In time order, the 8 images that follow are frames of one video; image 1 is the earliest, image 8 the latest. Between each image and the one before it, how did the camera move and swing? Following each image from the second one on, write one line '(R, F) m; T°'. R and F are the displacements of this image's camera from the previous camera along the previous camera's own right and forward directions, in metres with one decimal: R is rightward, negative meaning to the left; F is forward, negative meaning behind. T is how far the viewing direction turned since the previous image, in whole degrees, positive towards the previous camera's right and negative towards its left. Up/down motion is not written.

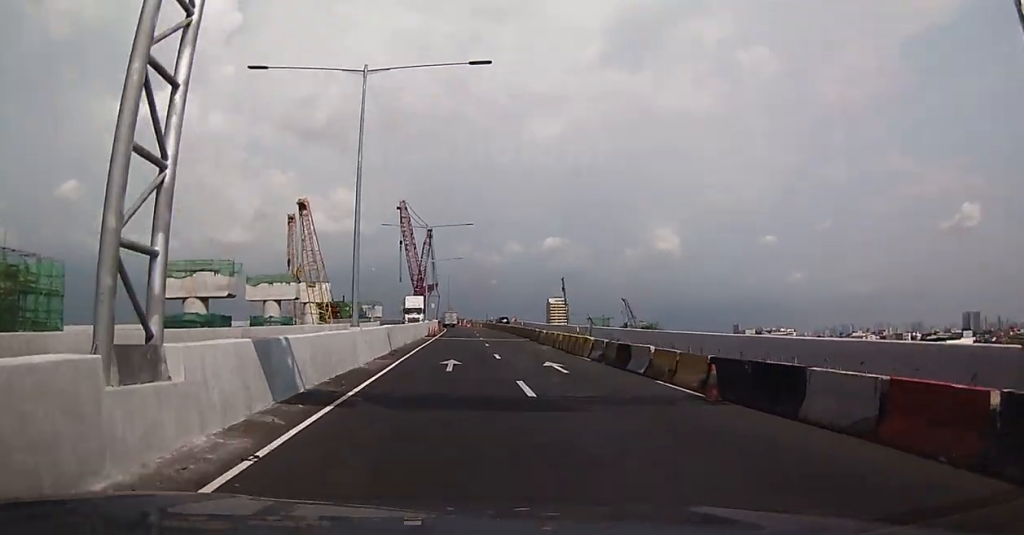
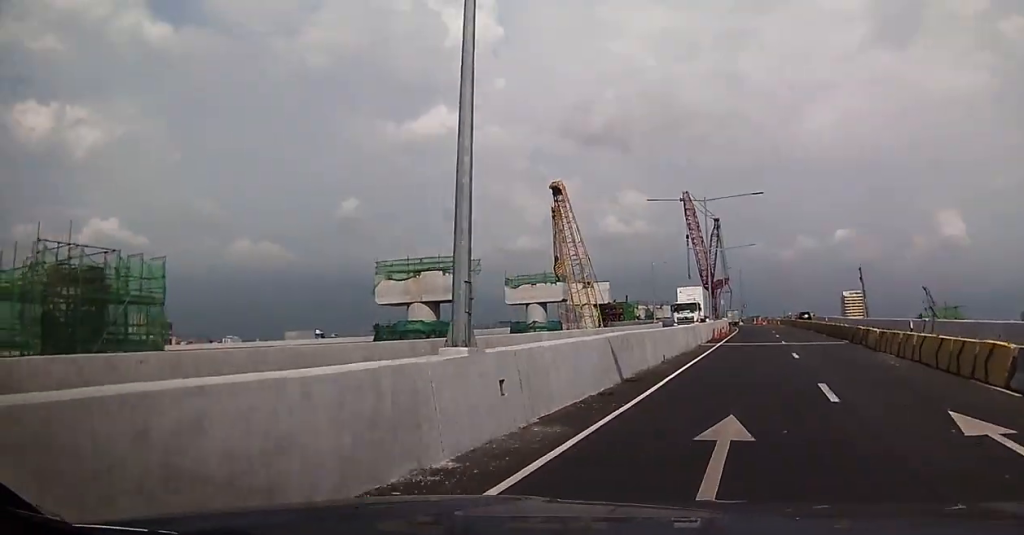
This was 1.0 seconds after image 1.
(0.0, +14.6) m; 0°
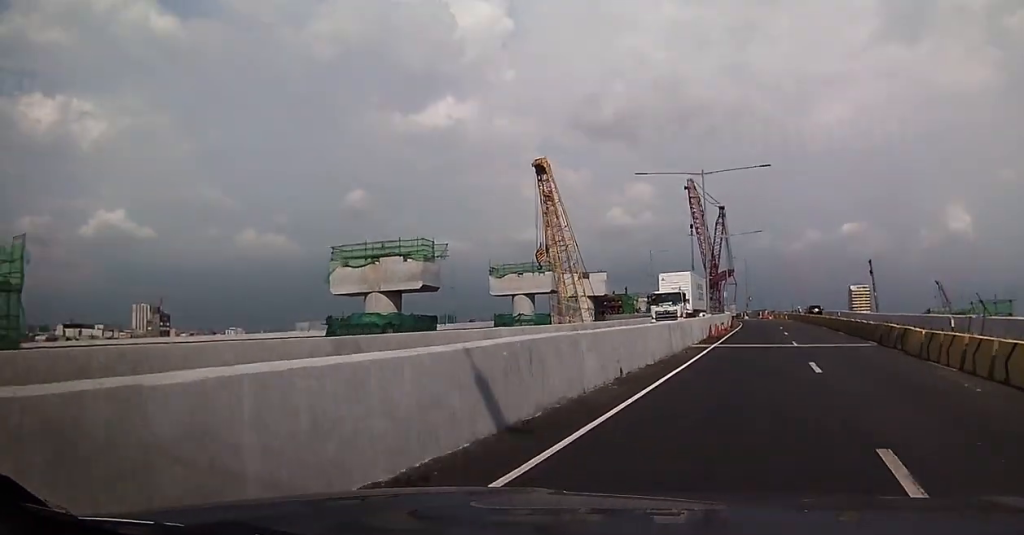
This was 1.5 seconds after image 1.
(+0.2, +7.7) m; 0°
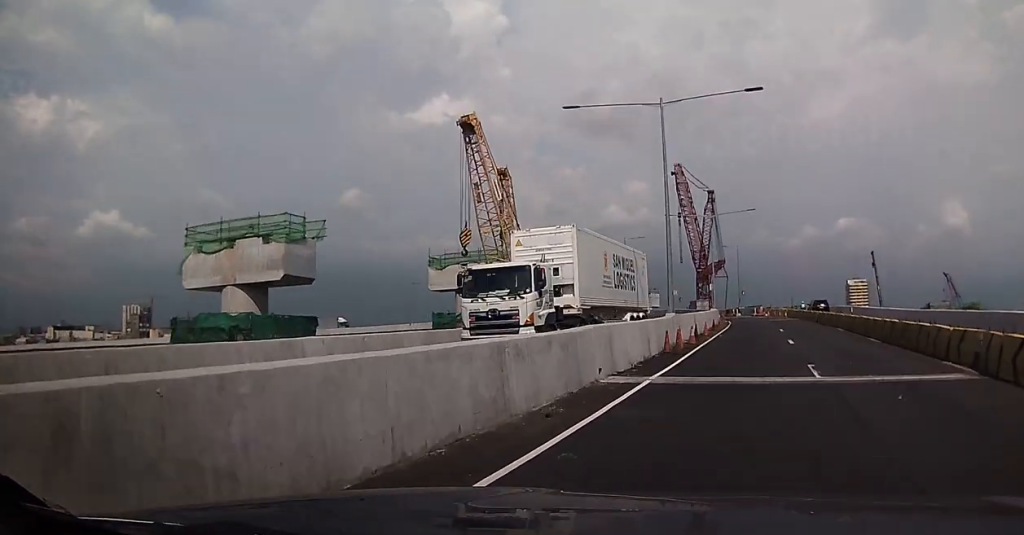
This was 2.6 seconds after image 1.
(-0.5, +15.0) m; -2°
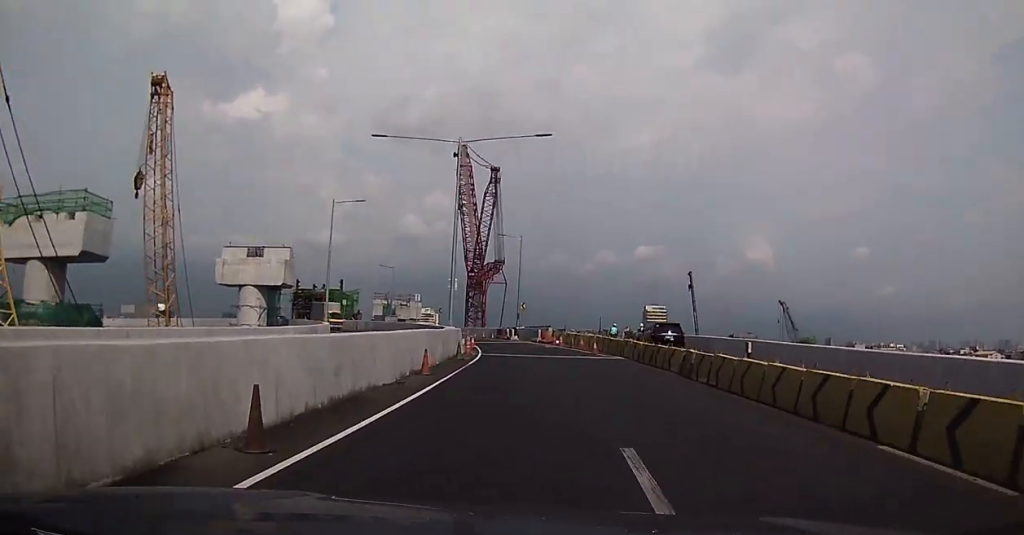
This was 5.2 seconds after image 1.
(+1.7, +34.4) m; +3°
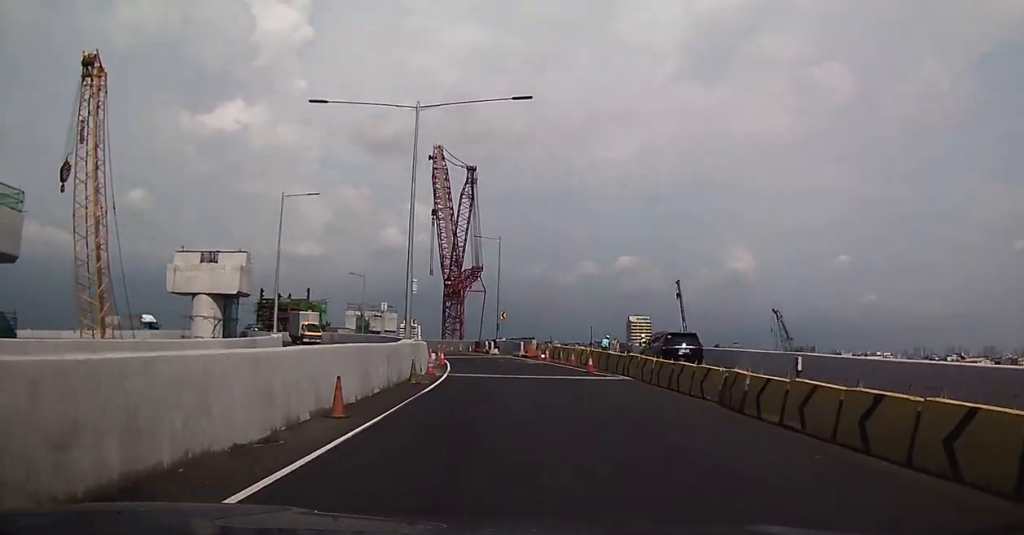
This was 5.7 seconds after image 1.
(0.0, +7.3) m; -1°
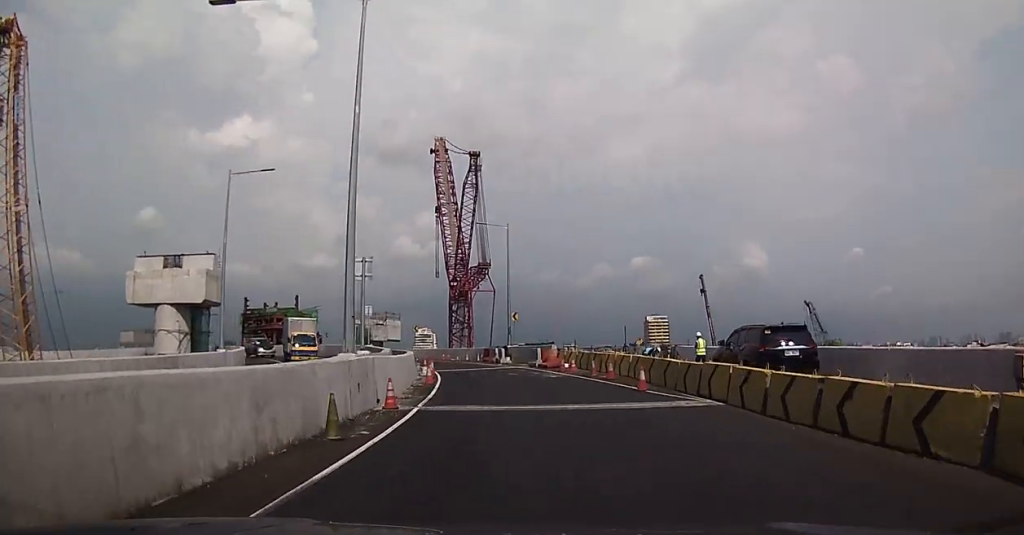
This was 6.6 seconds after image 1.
(-0.4, +10.4) m; 0°
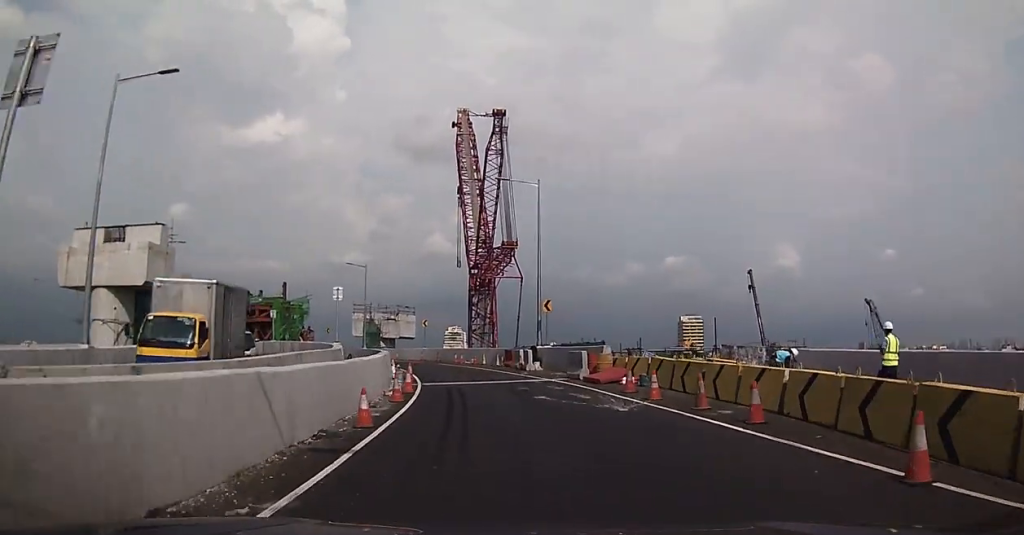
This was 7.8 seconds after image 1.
(+0.4, +14.3) m; -1°
